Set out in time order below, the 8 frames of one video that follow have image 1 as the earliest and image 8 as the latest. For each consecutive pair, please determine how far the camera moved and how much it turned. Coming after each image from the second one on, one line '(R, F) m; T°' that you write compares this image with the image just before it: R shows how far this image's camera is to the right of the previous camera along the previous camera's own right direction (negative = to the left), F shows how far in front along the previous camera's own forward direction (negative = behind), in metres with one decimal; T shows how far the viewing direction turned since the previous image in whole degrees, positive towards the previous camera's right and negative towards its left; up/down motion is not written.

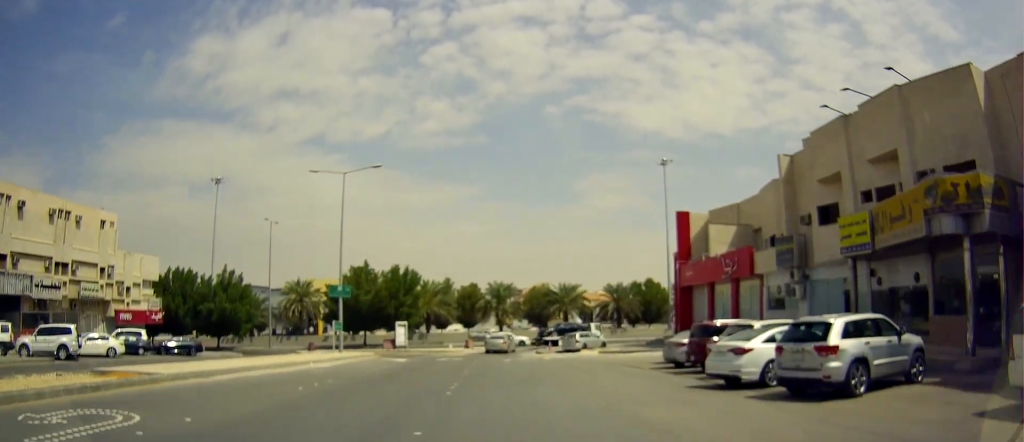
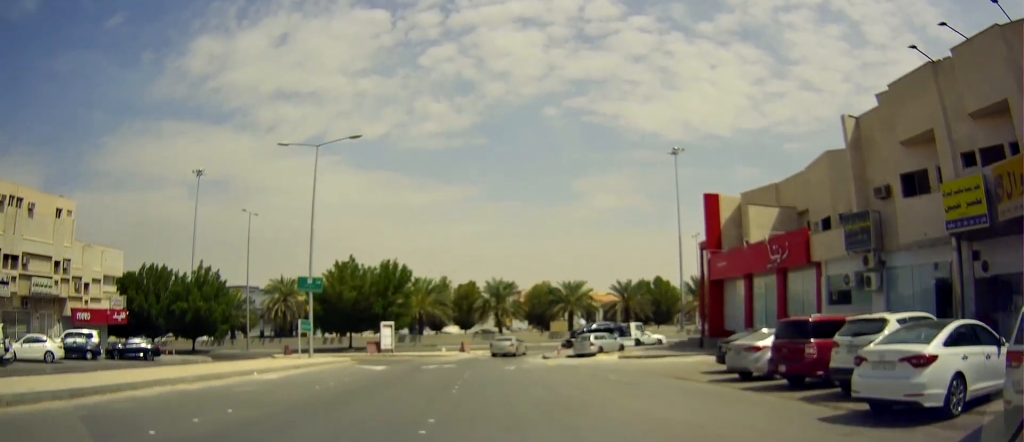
(+0.1, +6.7) m; +4°
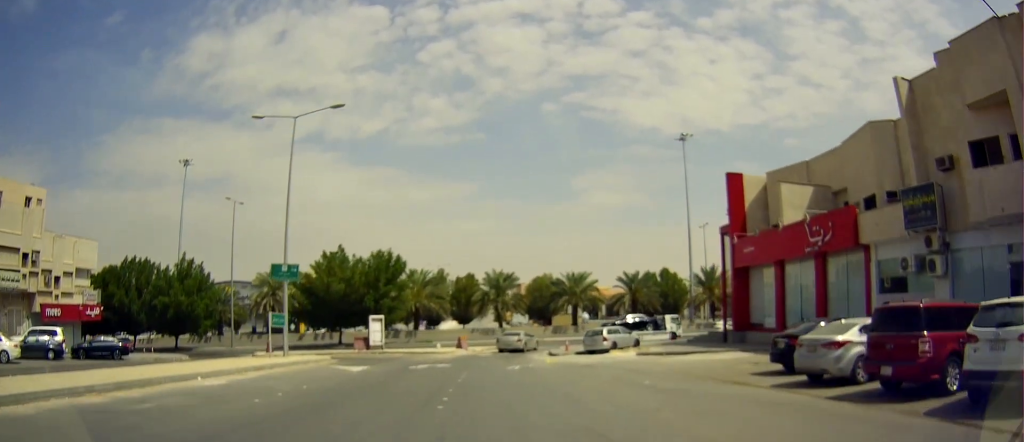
(+0.2, +4.2) m; +1°
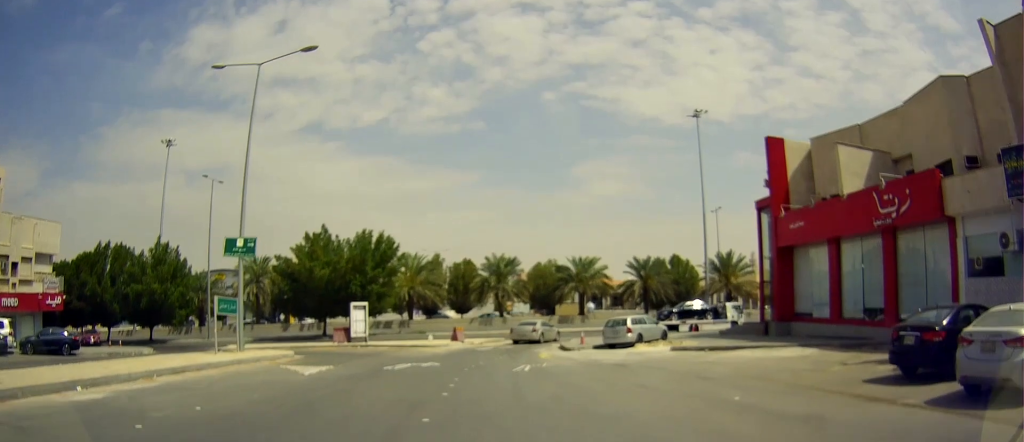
(+0.1, +5.7) m; -1°
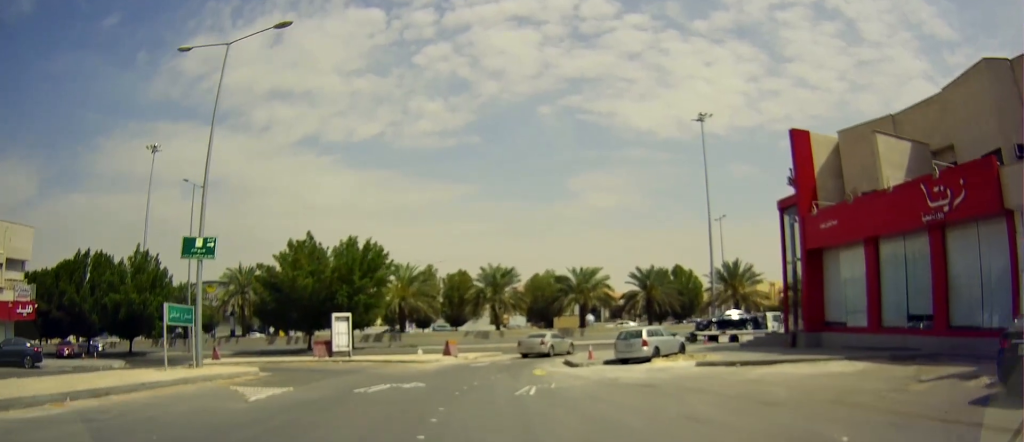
(0.0, +3.4) m; -2°
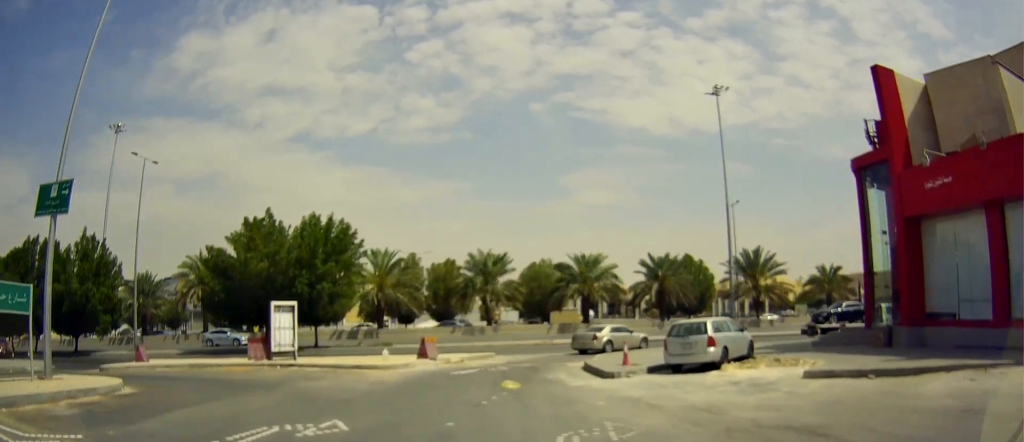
(-0.5, +8.5) m; +1°
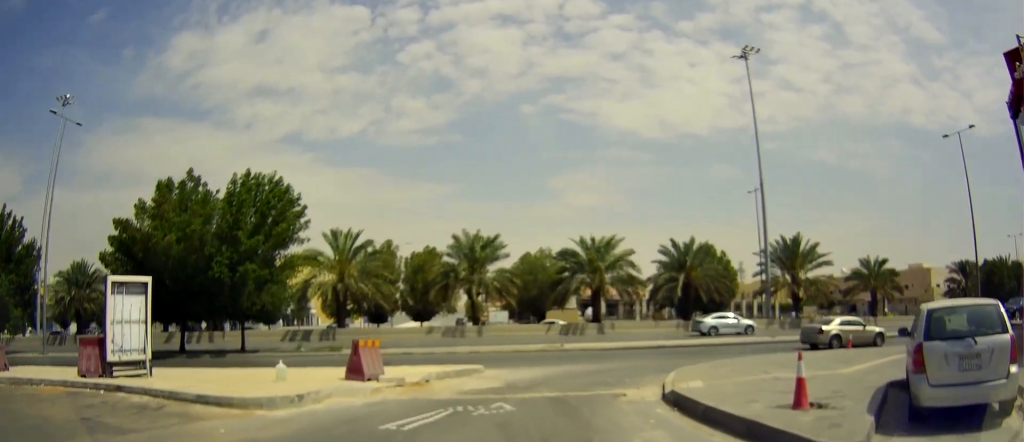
(+1.1, +12.8) m; +3°
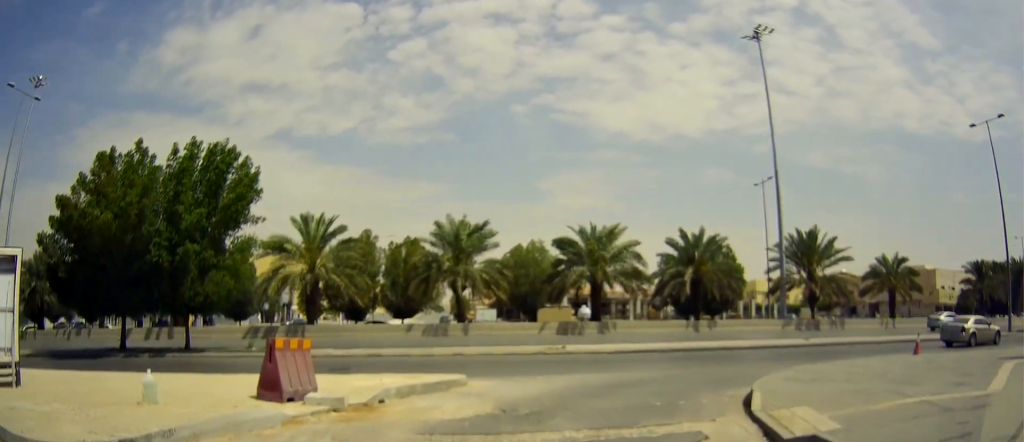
(-0.3, +6.1) m; +2°
